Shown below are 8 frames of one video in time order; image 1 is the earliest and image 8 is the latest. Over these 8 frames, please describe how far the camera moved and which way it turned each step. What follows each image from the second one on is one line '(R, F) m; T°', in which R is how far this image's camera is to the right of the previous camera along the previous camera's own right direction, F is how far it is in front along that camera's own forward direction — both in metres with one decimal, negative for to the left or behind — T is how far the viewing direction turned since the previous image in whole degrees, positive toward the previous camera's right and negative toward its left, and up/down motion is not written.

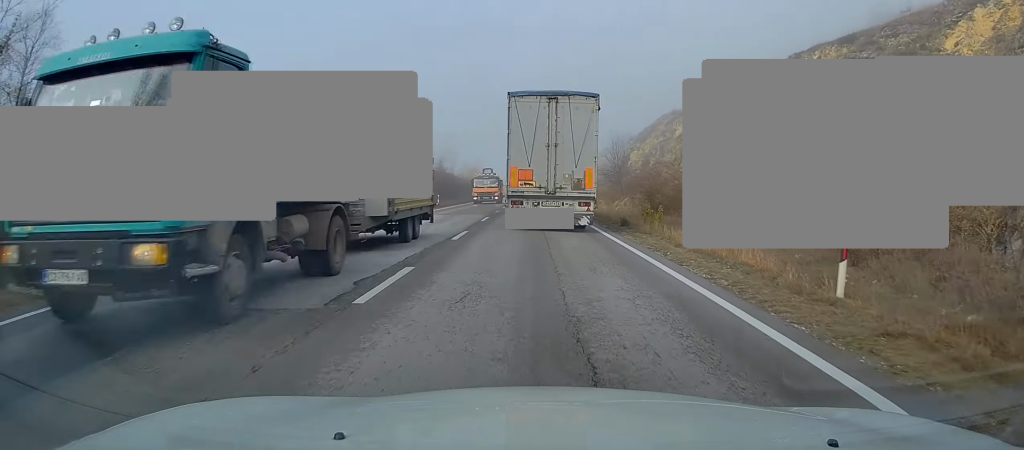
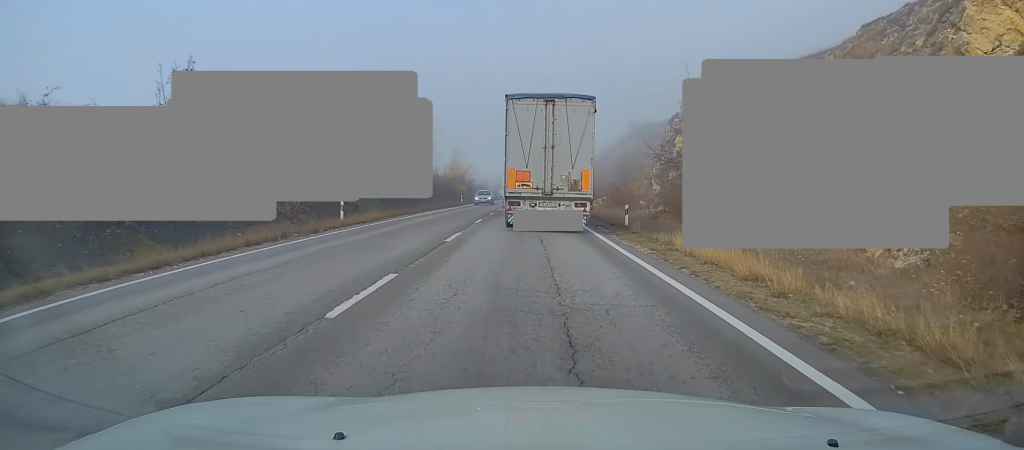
(0.0, +27.1) m; 0°
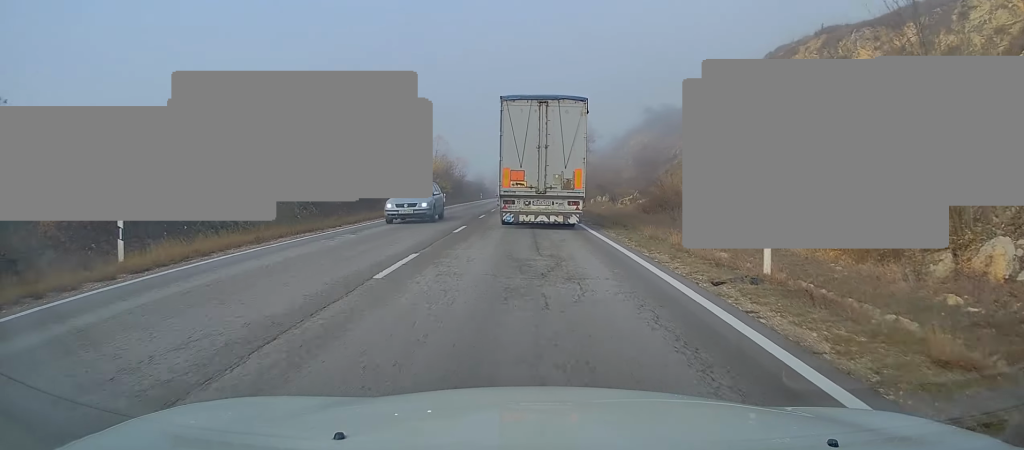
(0.0, +15.4) m; 0°
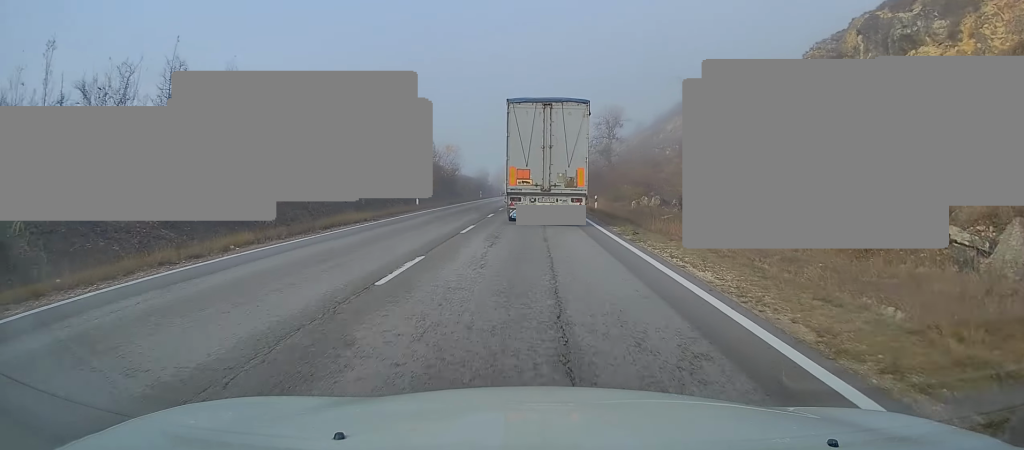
(0.0, +18.8) m; 0°
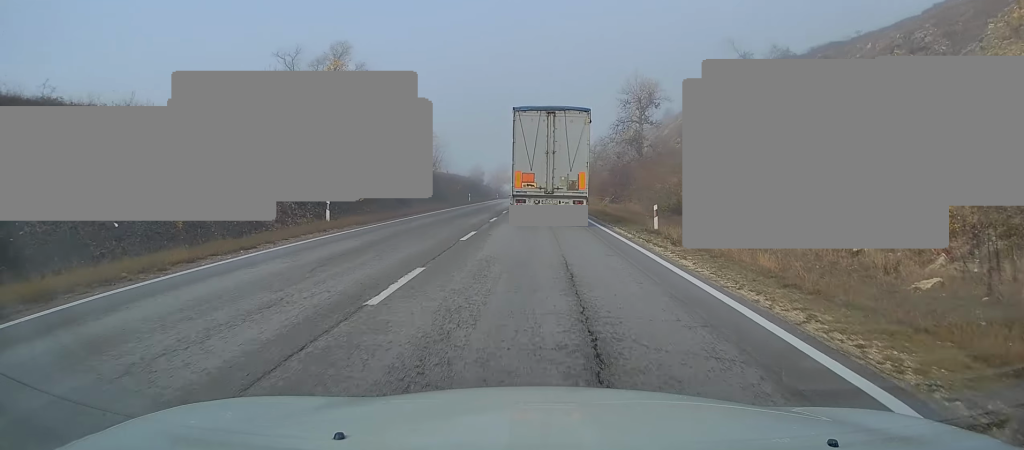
(0.0, +19.1) m; 0°
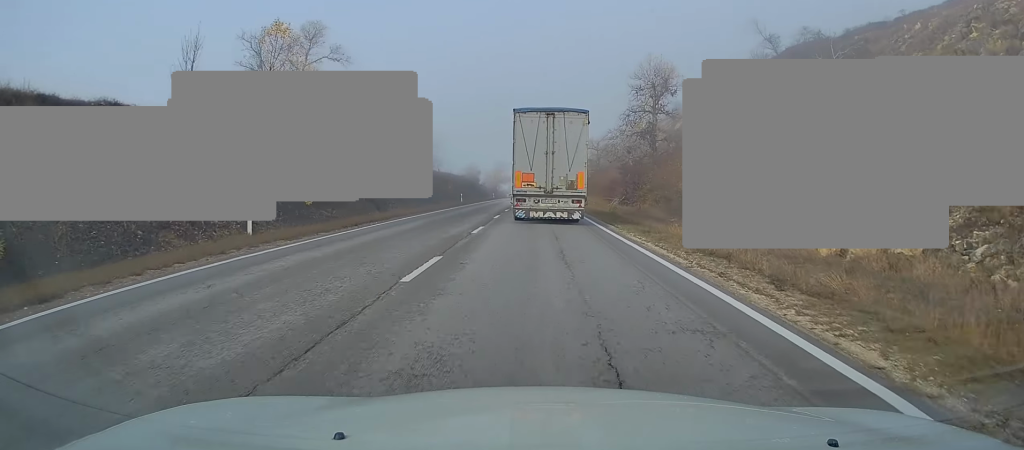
(0.0, +6.6) m; 0°
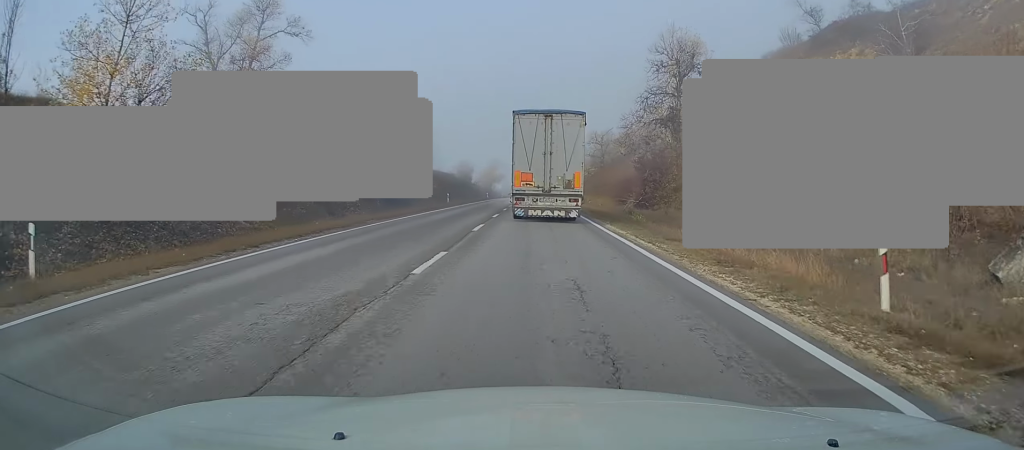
(0.0, +8.2) m; +1°
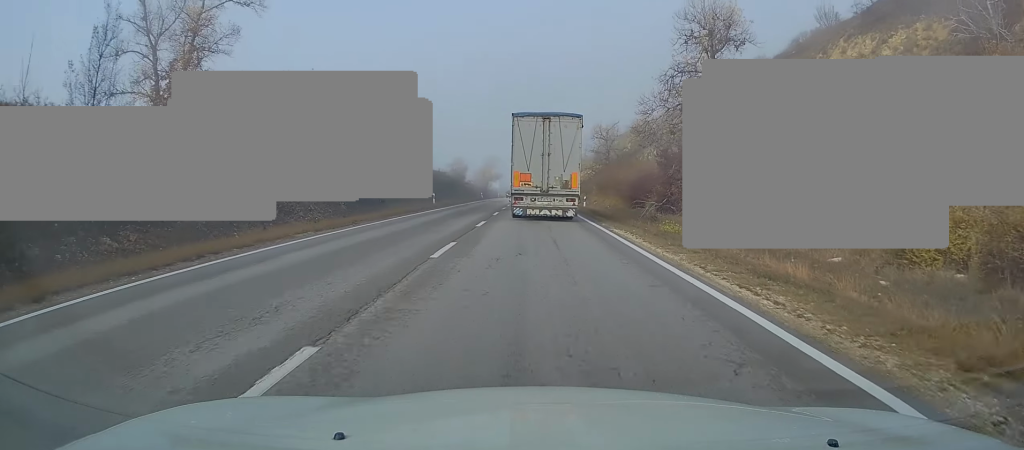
(-0.1, +7.1) m; +1°
